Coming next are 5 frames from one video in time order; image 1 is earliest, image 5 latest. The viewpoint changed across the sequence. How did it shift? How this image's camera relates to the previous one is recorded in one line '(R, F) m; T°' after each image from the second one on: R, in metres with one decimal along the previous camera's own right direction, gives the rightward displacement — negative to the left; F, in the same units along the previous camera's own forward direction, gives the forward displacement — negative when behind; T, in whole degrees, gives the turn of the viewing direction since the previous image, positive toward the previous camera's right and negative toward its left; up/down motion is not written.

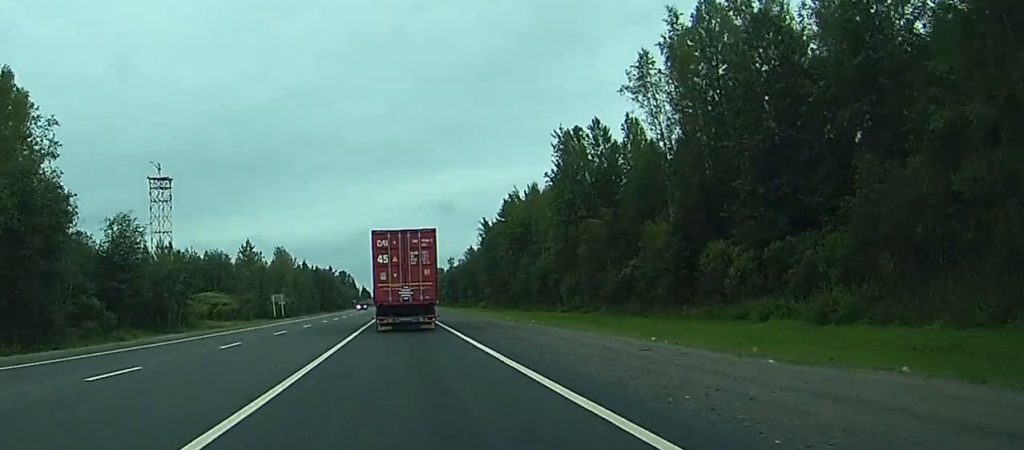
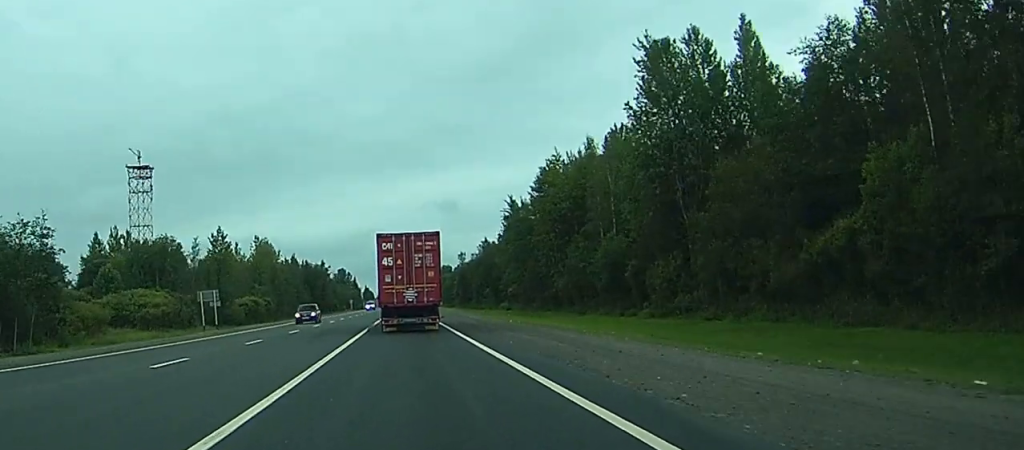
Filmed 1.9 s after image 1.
(0.0, +43.8) m; 0°
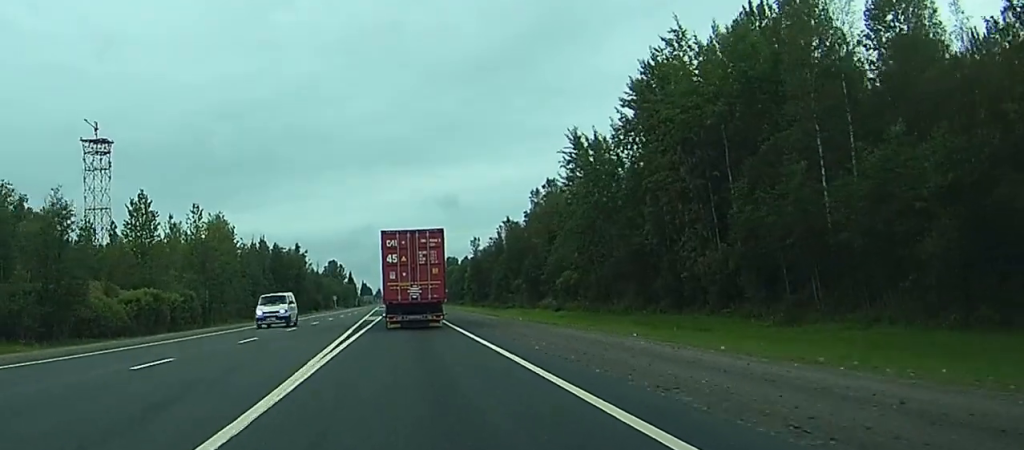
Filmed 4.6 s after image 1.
(0.0, +61.0) m; 0°
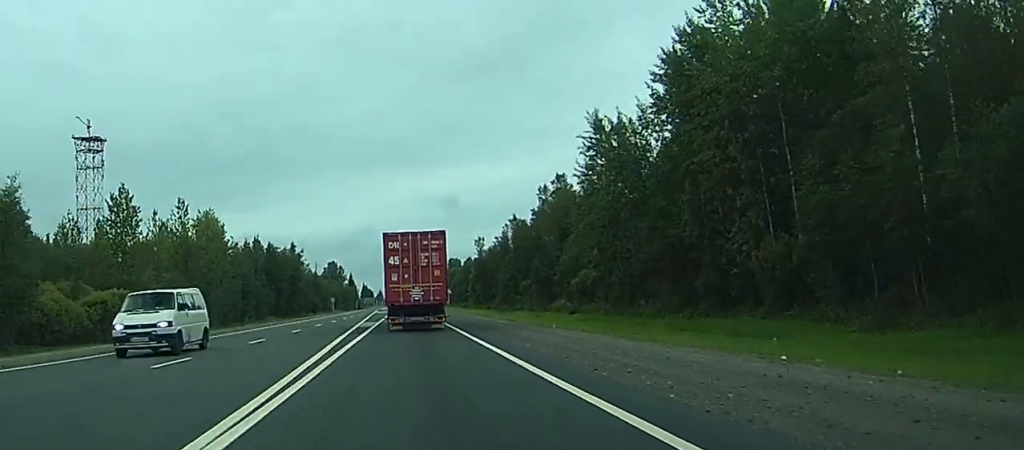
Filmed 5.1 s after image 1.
(0.0, +10.7) m; 0°
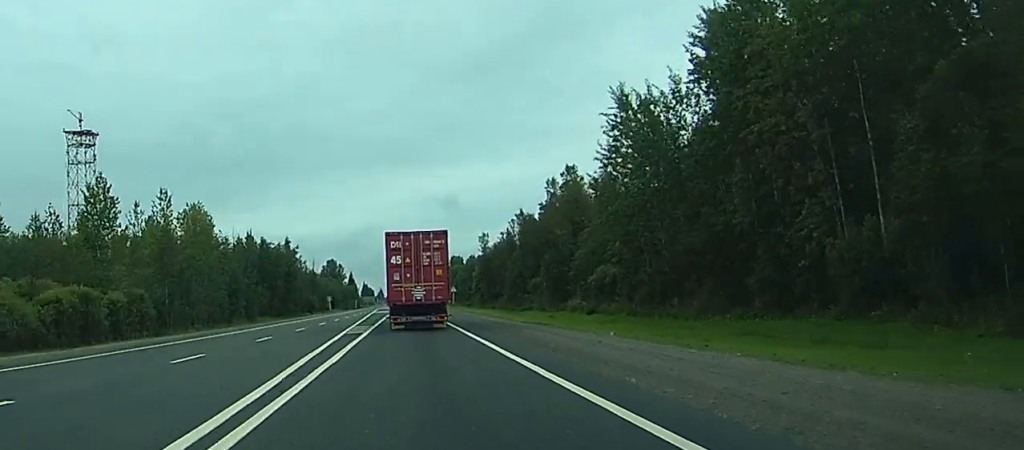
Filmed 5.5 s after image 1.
(0.0, +10.7) m; 0°
